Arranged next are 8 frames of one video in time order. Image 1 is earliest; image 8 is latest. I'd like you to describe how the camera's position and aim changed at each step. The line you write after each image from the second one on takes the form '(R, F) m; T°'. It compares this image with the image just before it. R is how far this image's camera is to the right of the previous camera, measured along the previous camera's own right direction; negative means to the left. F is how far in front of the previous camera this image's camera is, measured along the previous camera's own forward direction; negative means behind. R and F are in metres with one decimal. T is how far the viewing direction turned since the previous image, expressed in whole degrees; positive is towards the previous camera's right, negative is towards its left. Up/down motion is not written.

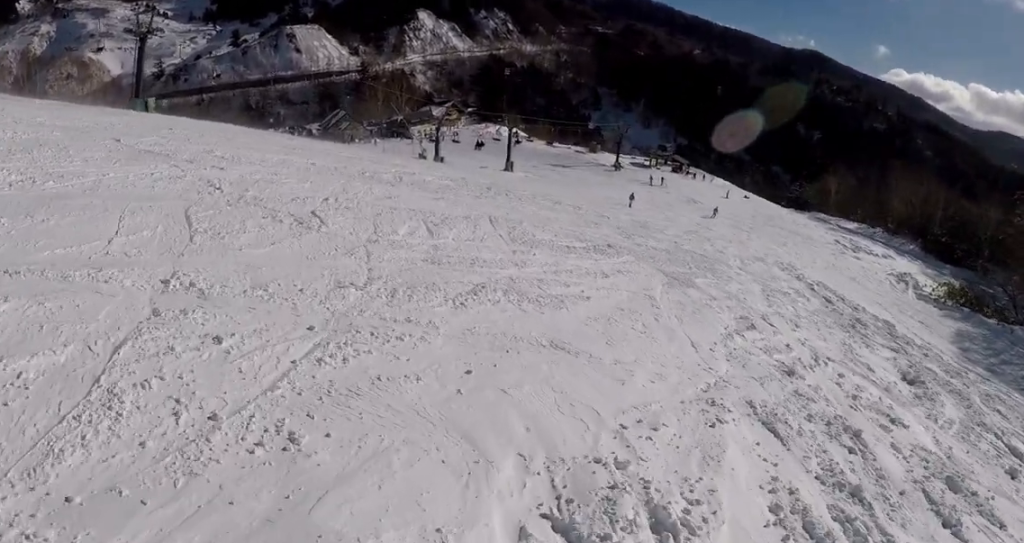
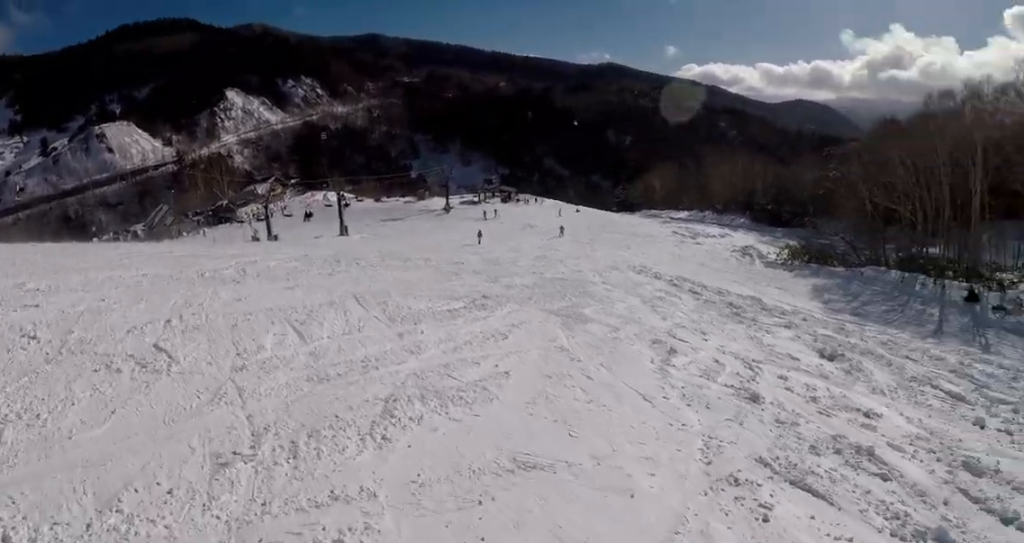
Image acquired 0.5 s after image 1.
(-0.1, +1.6) m; +12°
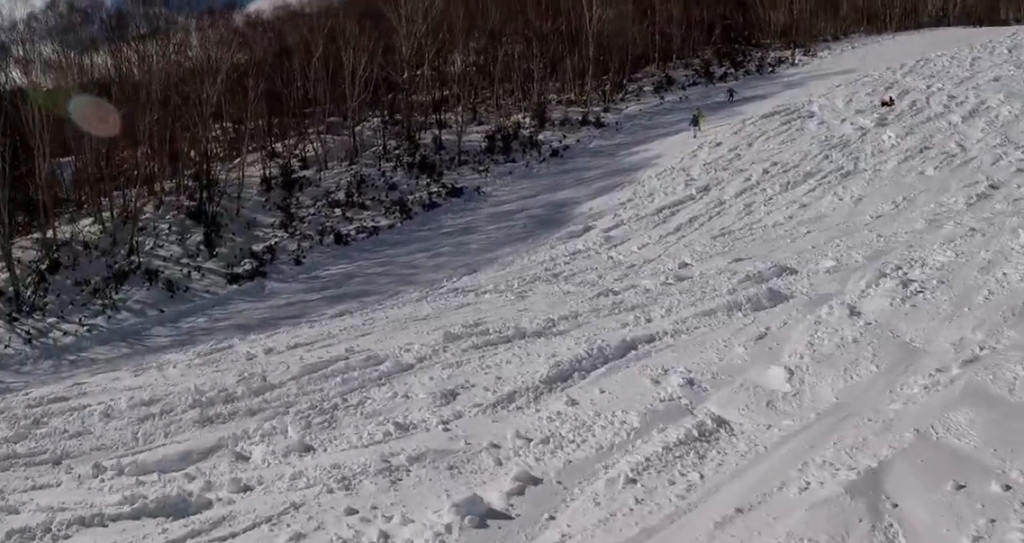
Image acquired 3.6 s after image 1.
(+7.4, +8.1) m; +67°
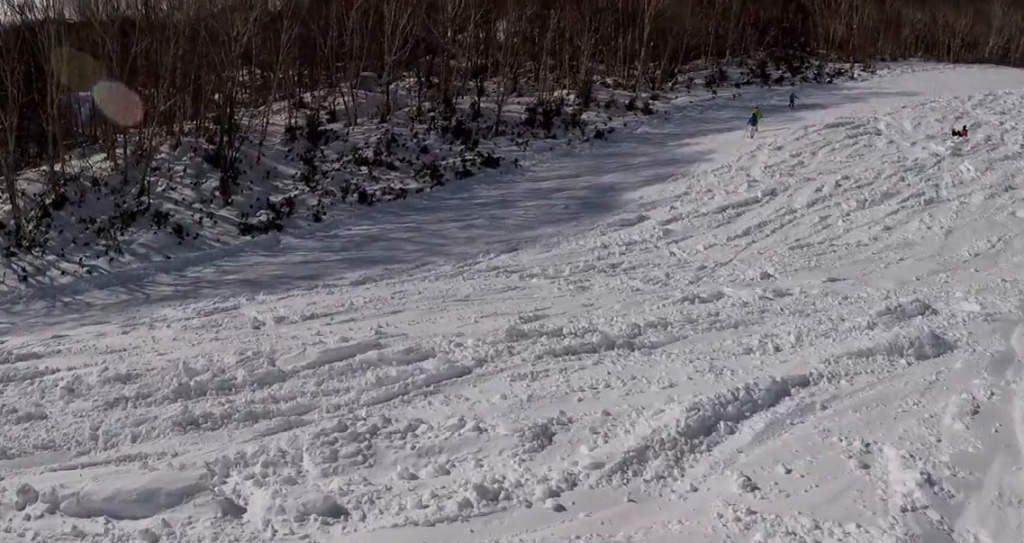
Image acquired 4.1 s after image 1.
(+0.3, +2.3) m; +6°
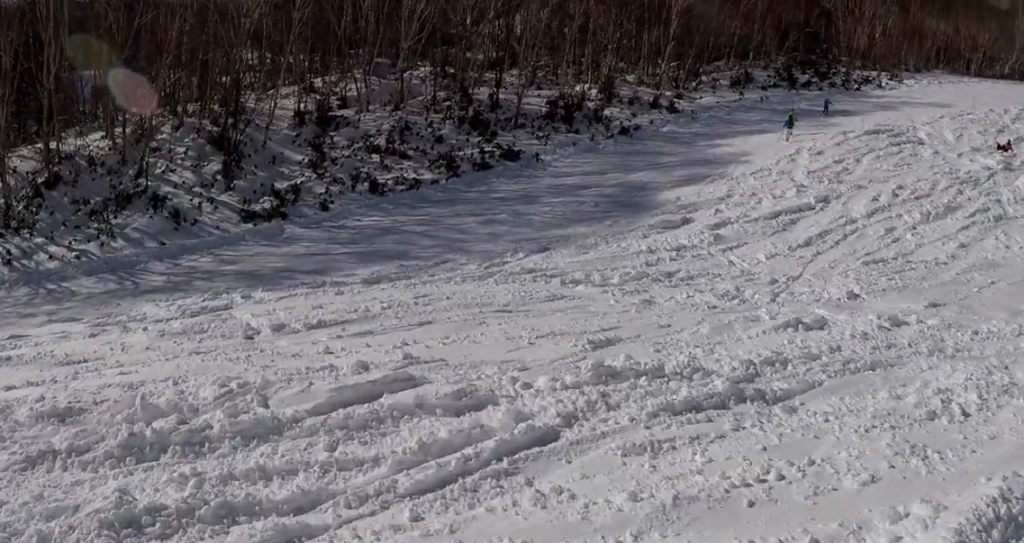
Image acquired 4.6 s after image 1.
(+0.1, +2.3) m; +4°
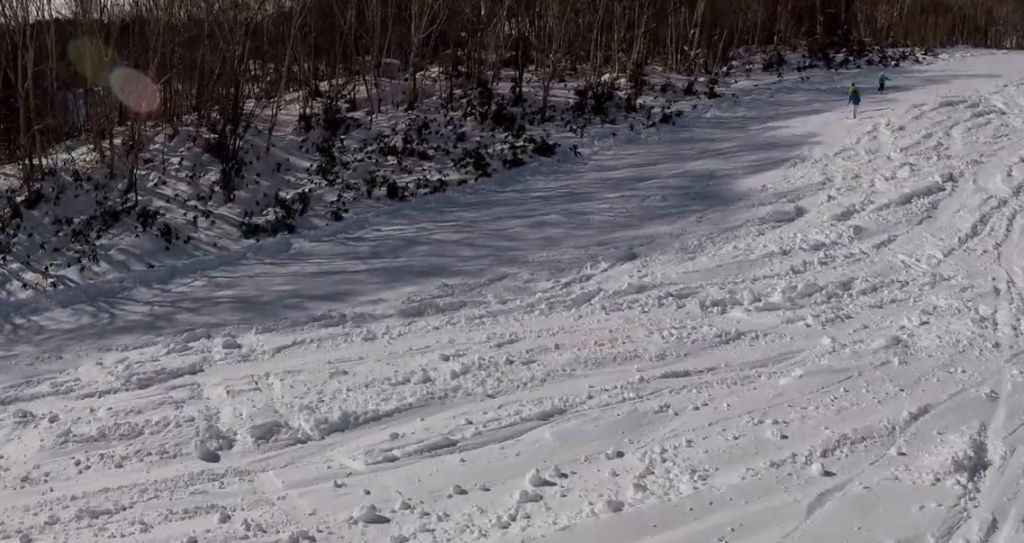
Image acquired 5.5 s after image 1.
(+0.3, +4.8) m; -1°
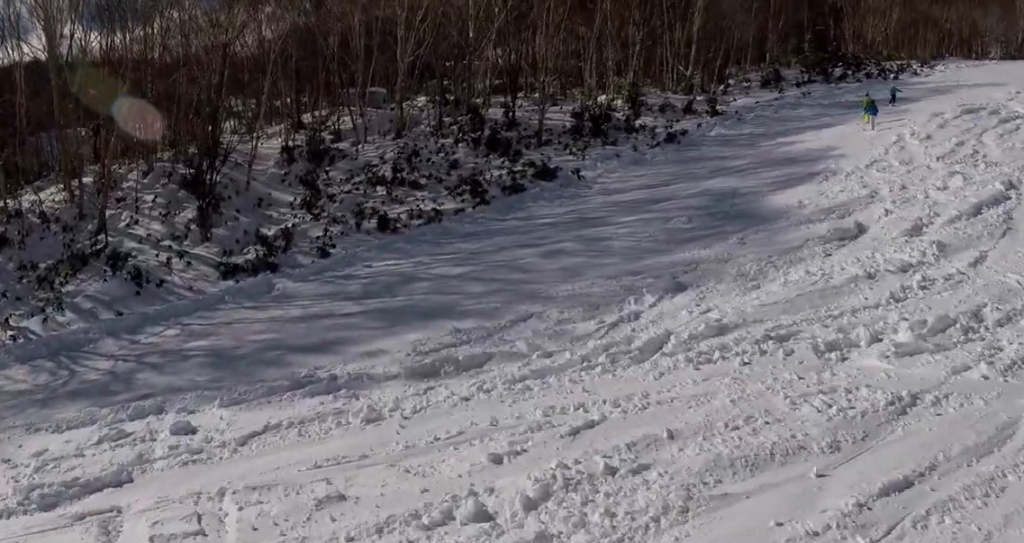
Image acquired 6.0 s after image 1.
(-0.2, +2.4) m; -6°
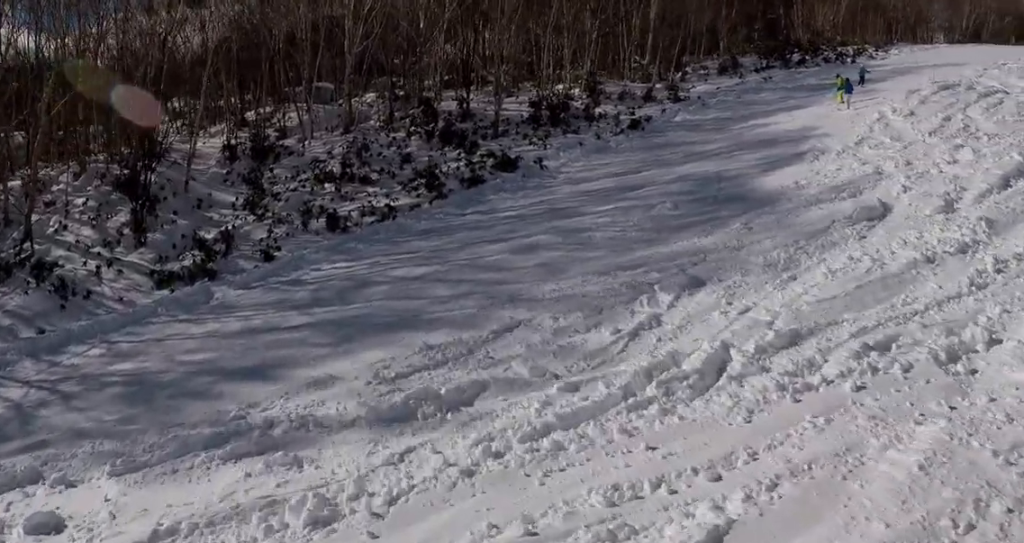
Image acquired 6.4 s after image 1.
(0.0, +2.1) m; -5°
